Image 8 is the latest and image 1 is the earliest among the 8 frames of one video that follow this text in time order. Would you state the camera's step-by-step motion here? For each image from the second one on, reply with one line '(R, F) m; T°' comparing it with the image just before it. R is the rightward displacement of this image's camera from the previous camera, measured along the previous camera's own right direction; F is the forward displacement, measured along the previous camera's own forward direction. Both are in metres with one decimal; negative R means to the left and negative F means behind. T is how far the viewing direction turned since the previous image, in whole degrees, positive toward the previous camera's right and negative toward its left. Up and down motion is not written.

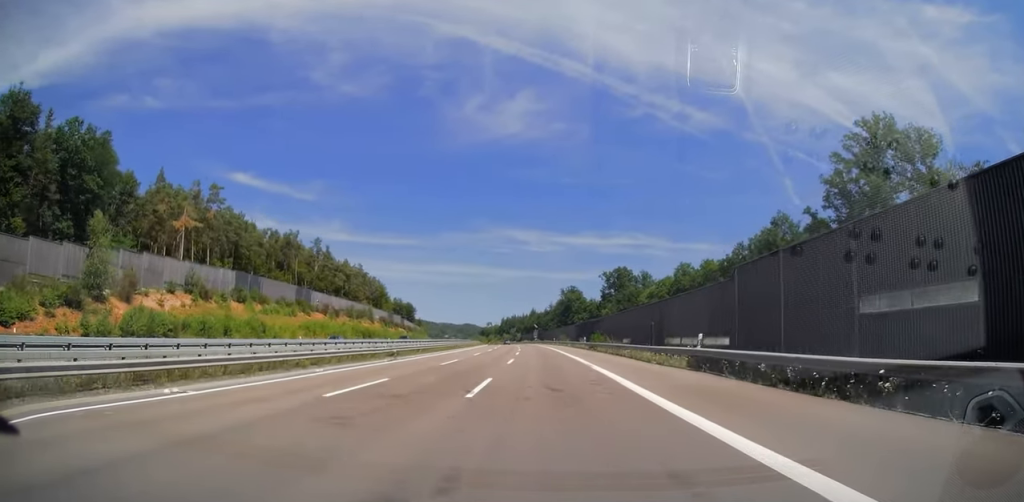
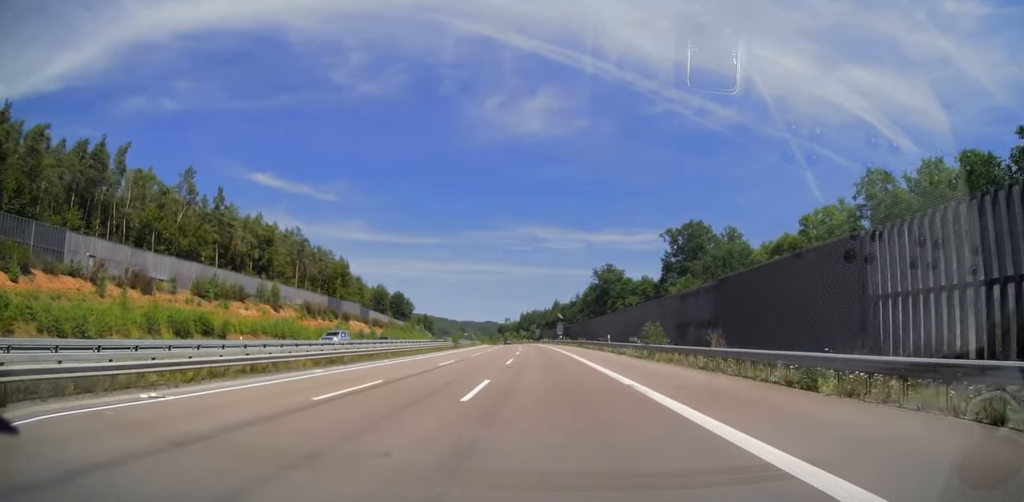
(-1.6, +73.3) m; -2°
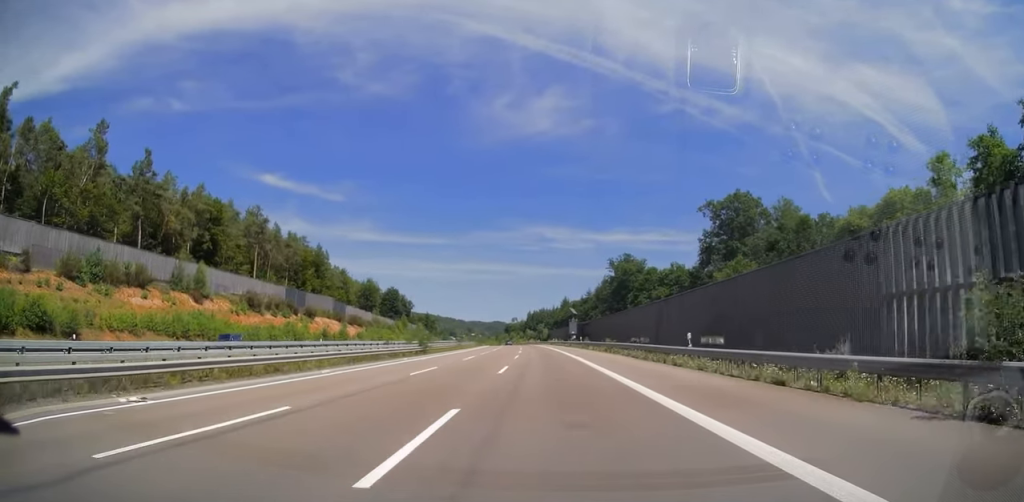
(-0.1, +25.8) m; 0°
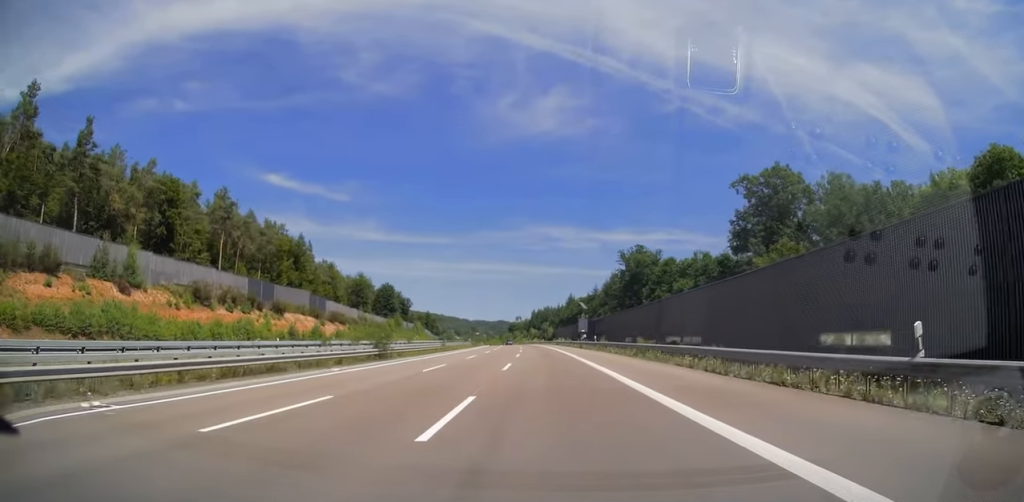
(0.0, +15.6) m; 0°
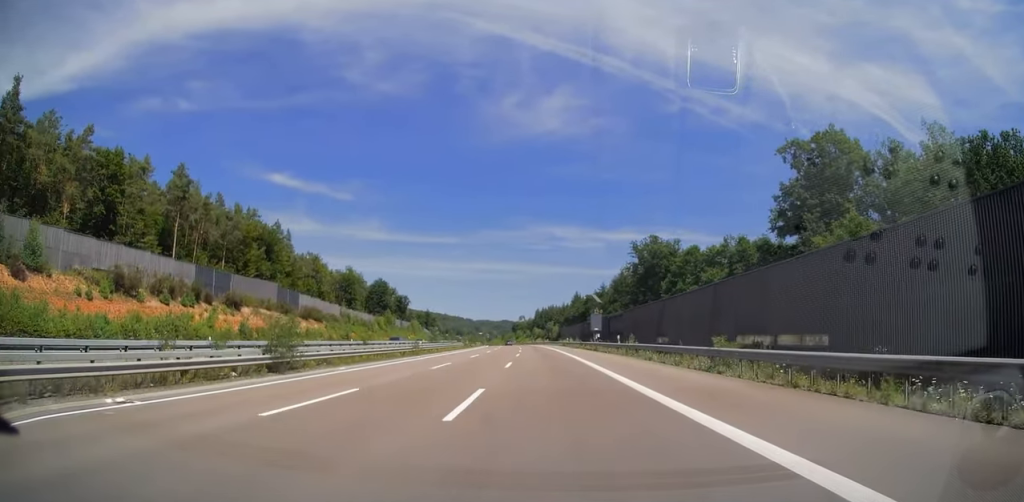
(0.0, +16.1) m; 0°
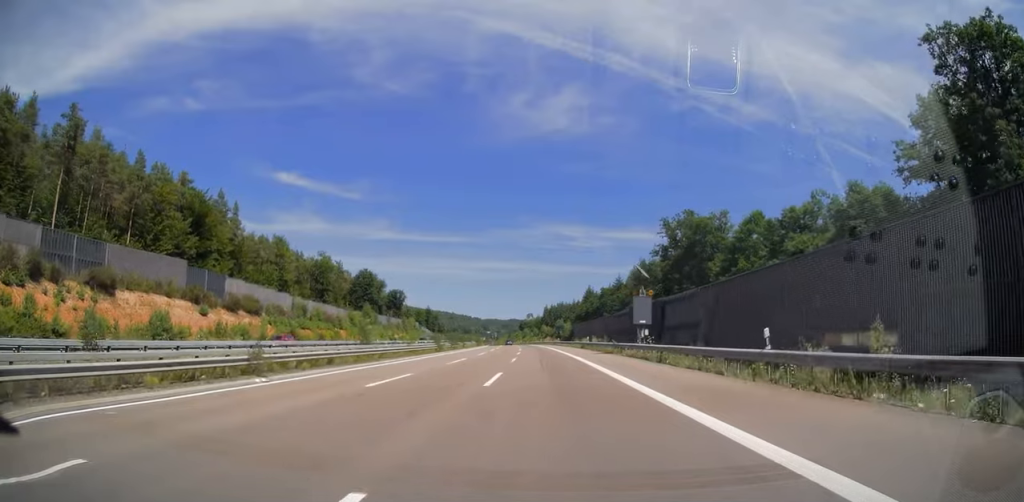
(-0.3, +29.1) m; -1°
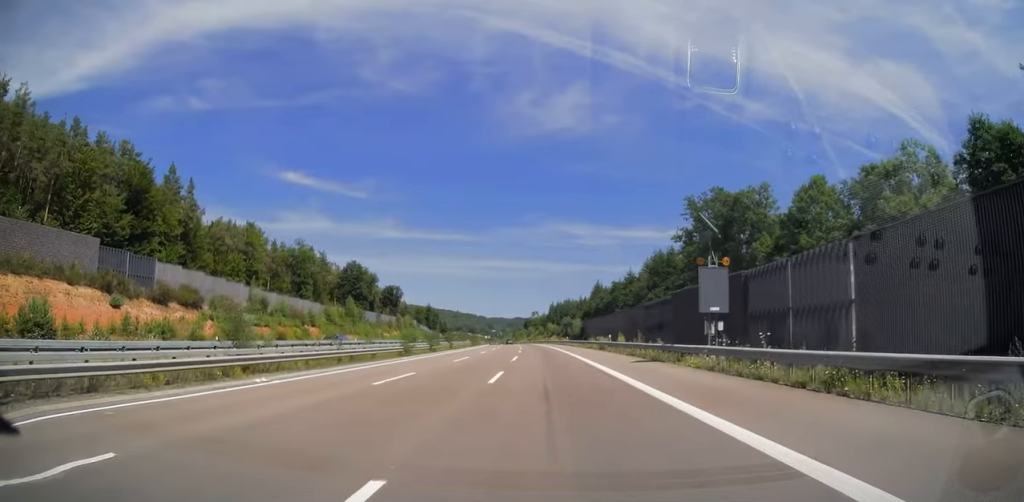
(-0.2, +17.4) m; -1°
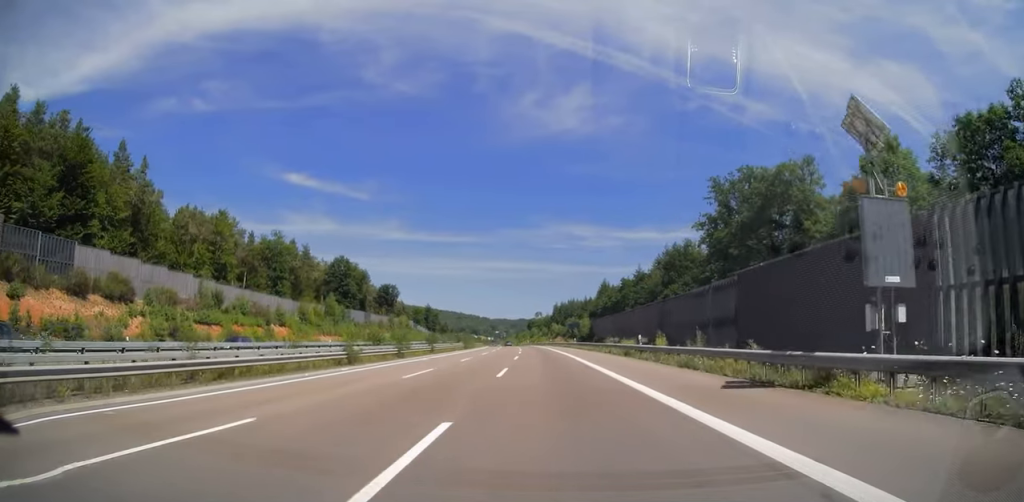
(-0.2, +14.0) m; 0°
